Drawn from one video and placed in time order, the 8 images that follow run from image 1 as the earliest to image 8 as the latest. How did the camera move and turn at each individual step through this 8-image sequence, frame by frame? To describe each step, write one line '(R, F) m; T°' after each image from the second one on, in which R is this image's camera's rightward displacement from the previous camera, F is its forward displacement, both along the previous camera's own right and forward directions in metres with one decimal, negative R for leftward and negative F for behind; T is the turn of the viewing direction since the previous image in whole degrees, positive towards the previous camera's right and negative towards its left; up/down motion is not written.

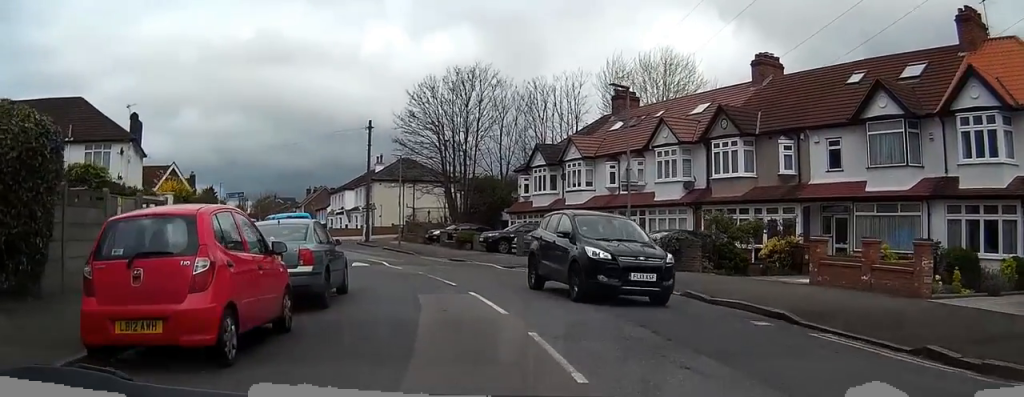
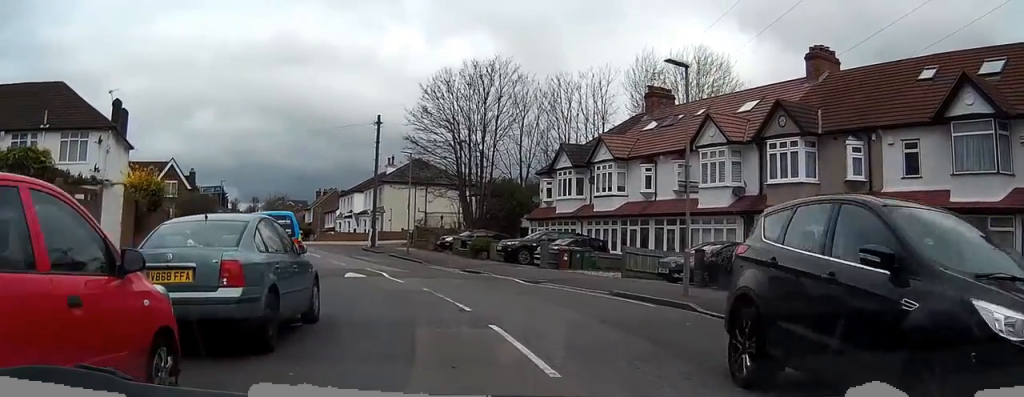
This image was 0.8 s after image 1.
(0.0, +4.6) m; +3°
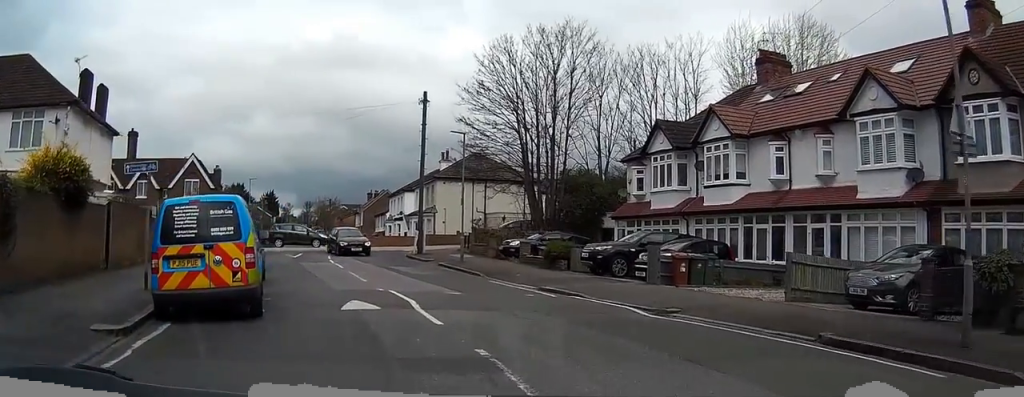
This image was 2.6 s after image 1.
(+0.1, +9.5) m; -10°
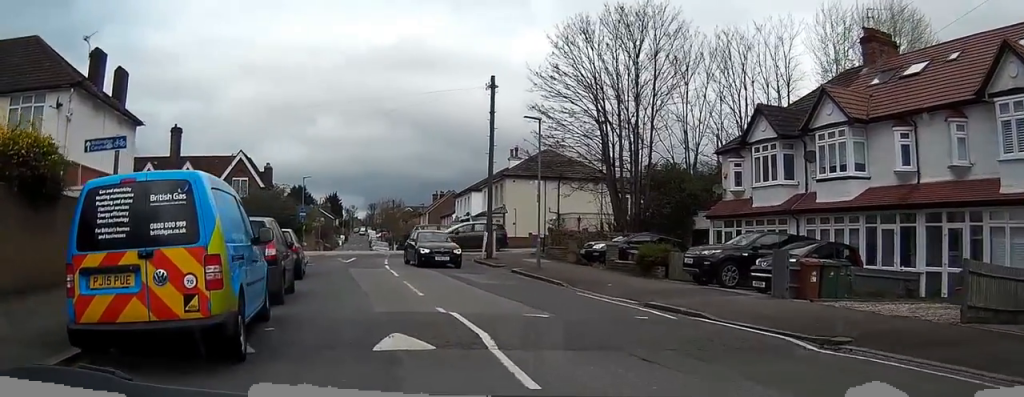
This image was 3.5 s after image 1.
(-0.6, +4.6) m; -8°
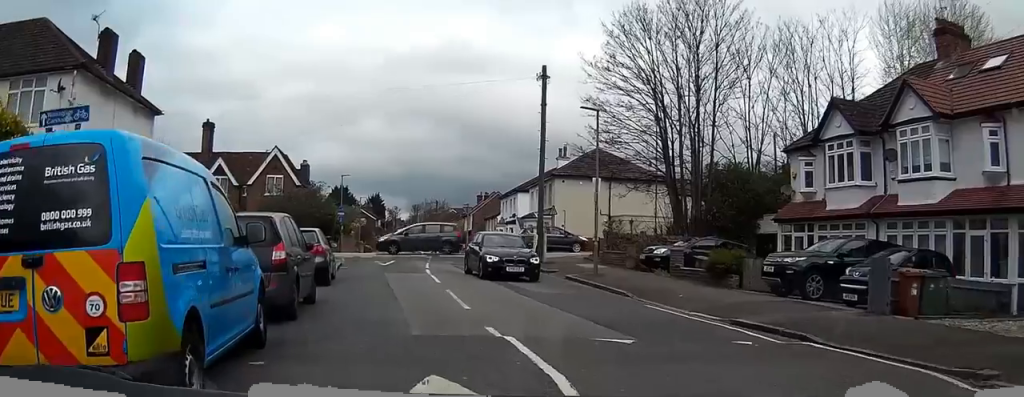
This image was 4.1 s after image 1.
(-0.1, +2.8) m; -5°
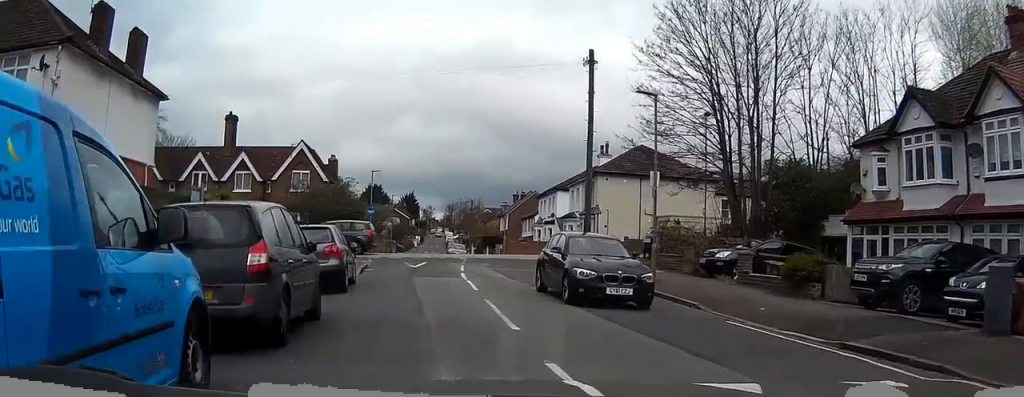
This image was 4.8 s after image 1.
(-0.1, +3.2) m; -5°
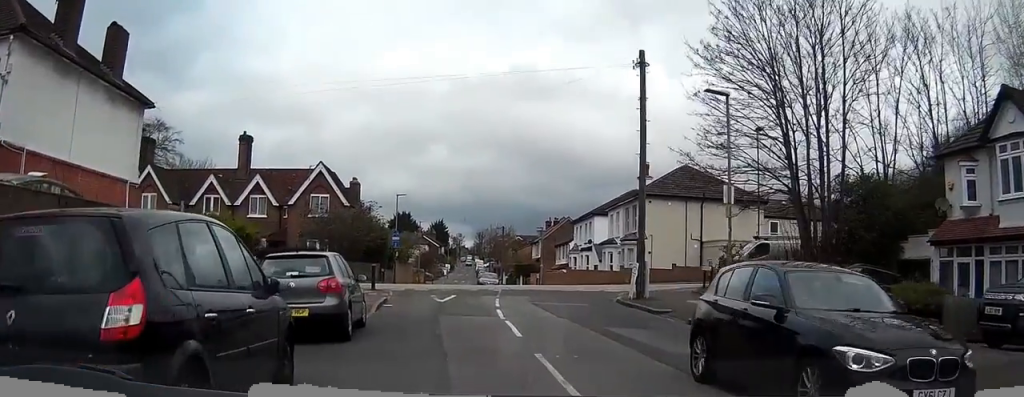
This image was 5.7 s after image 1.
(-0.3, +3.9) m; -3°
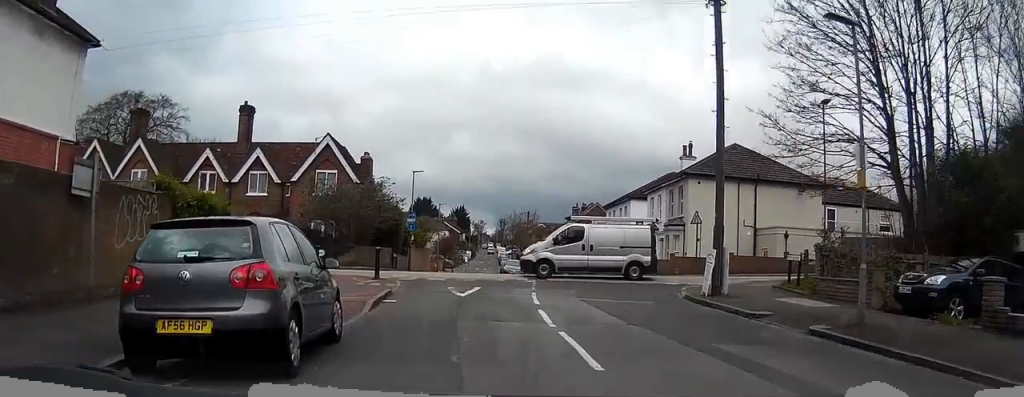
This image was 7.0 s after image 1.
(+0.1, +5.7) m; +1°
